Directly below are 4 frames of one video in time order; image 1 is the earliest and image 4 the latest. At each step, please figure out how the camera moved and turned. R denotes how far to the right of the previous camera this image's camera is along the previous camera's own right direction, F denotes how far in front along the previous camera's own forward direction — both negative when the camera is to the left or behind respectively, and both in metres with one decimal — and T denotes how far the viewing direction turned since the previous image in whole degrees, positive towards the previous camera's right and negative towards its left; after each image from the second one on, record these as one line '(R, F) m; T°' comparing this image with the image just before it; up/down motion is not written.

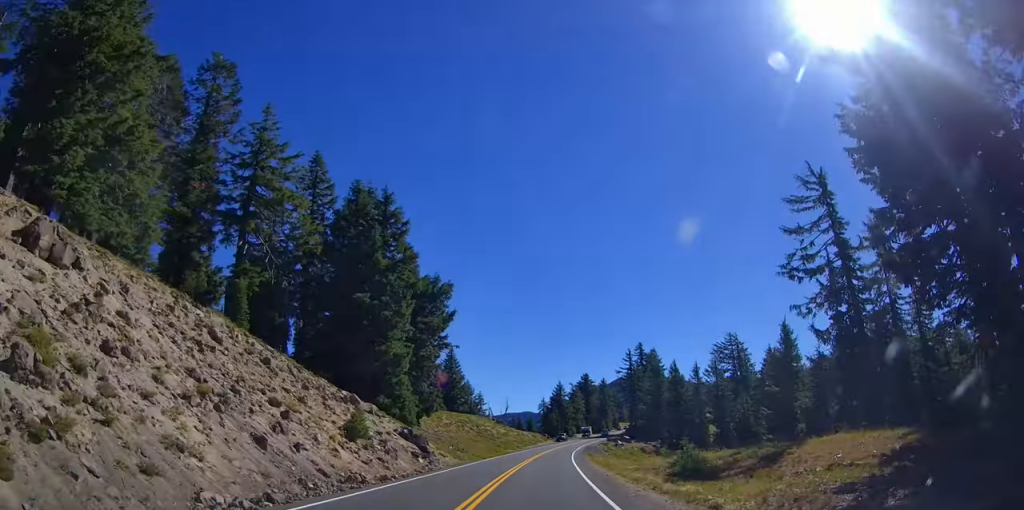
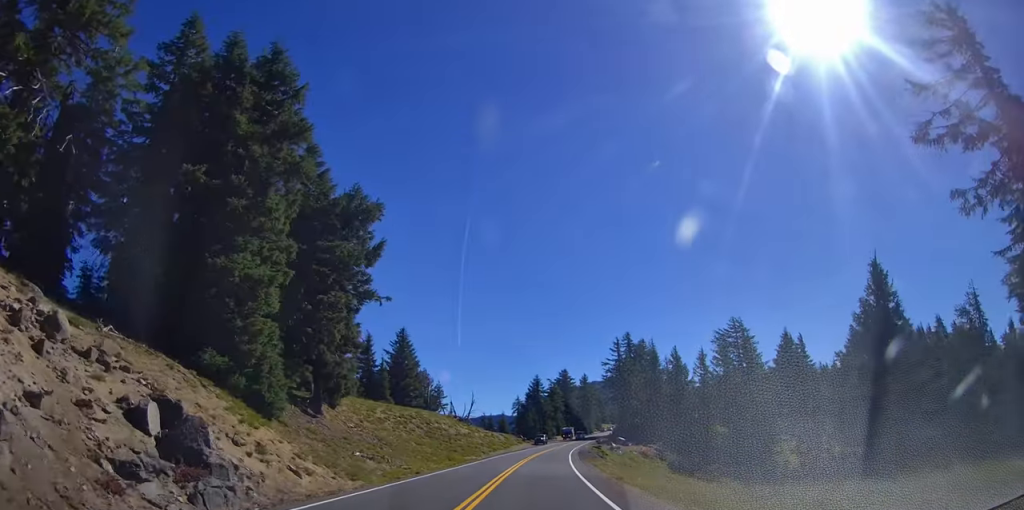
(+0.4, +22.7) m; +2°
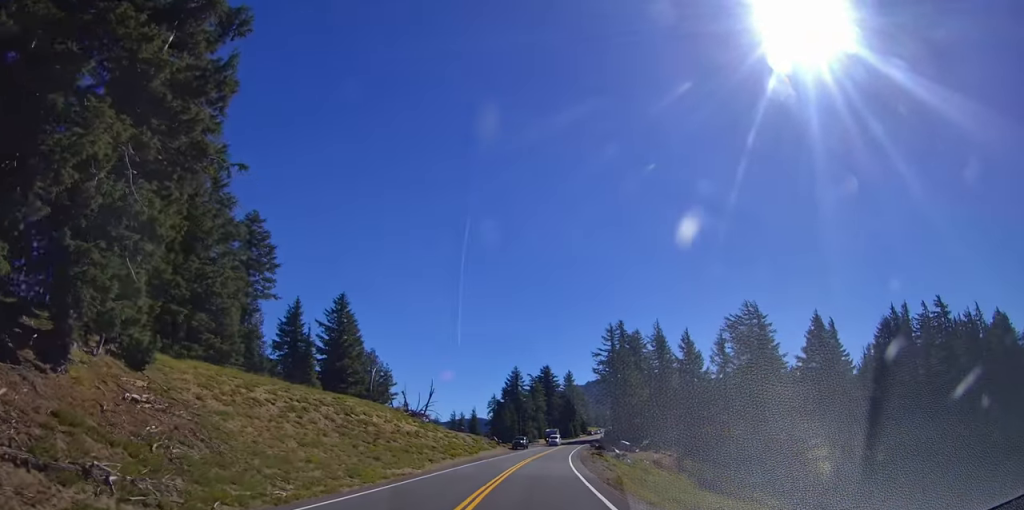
(+0.2, +21.8) m; +2°
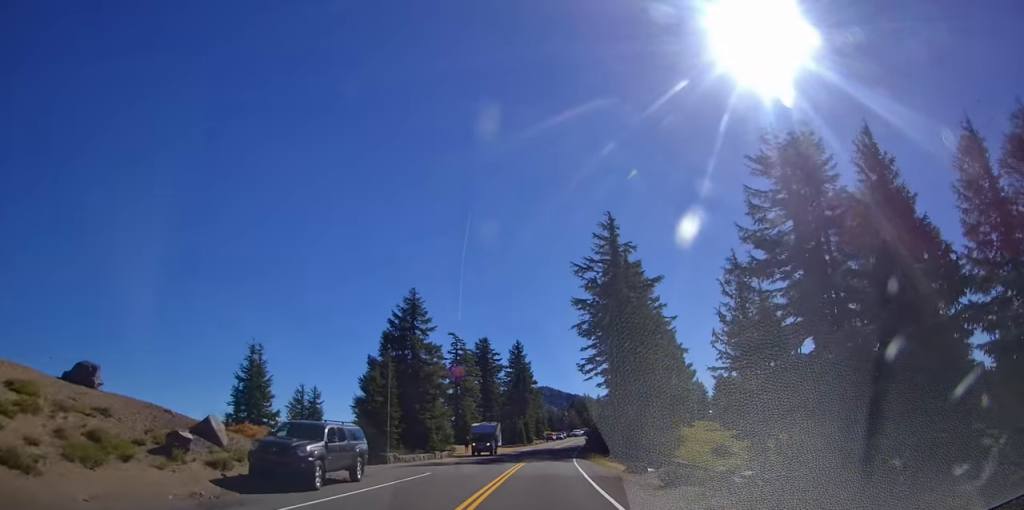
(+6.4, +63.7) m; +7°
